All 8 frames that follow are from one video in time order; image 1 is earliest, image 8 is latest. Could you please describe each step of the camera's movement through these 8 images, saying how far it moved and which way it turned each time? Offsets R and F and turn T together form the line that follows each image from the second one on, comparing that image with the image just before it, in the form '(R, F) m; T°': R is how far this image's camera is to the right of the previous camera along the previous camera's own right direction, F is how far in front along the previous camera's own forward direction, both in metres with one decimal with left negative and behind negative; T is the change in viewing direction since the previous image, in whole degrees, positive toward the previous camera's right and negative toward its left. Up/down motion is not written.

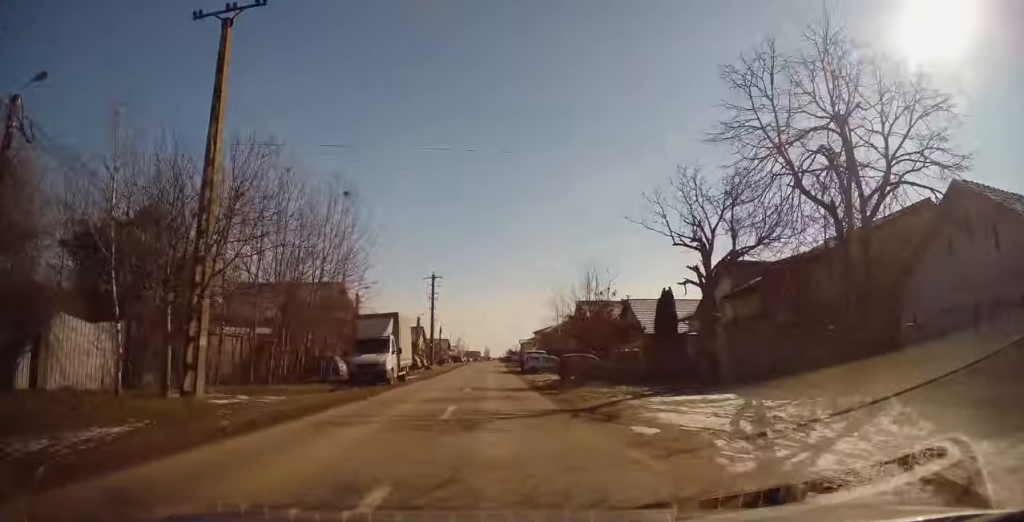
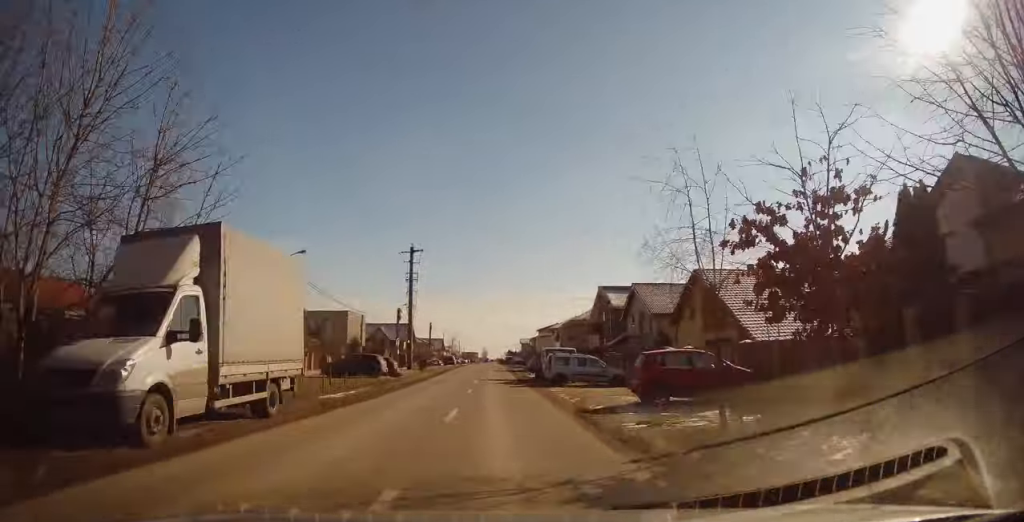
(+0.1, +17.7) m; 0°
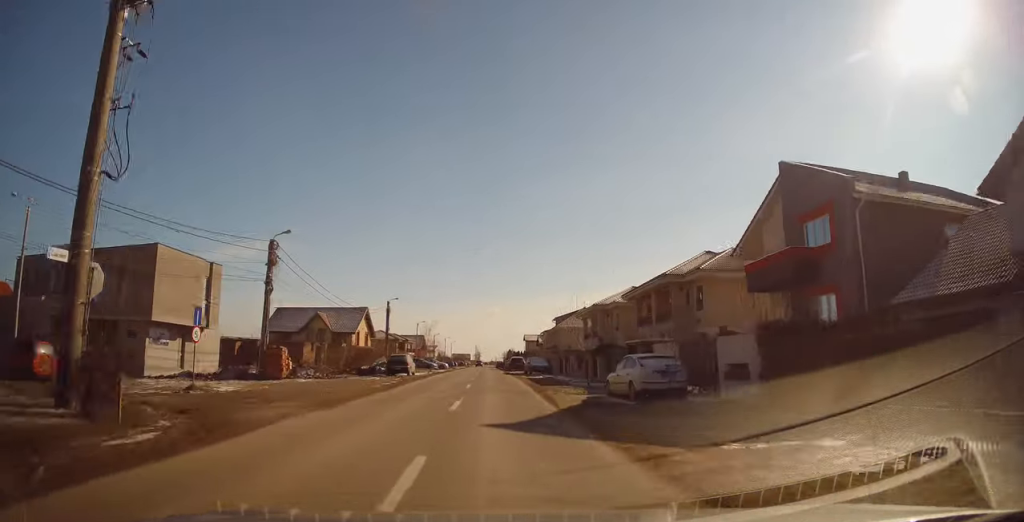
(+0.3, +42.0) m; +2°
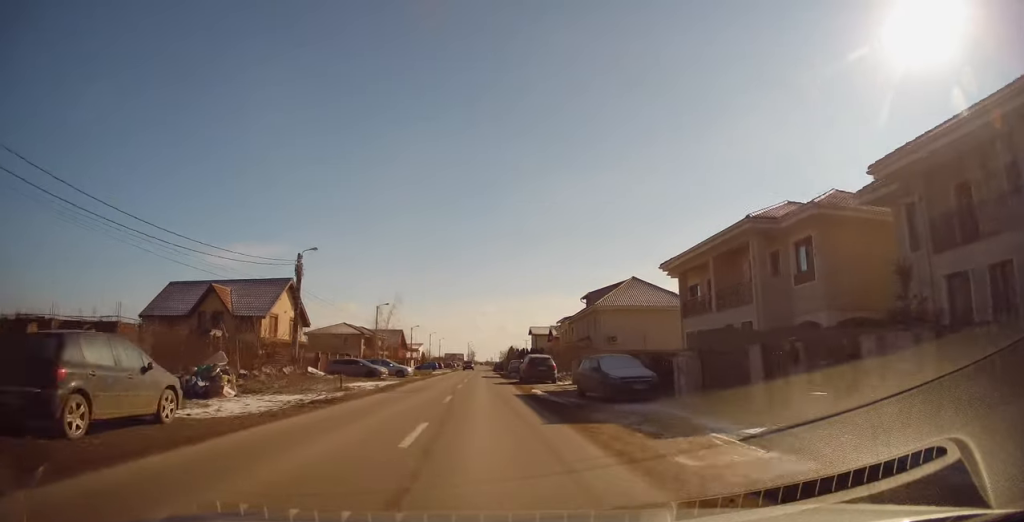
(+0.5, +31.0) m; 0°
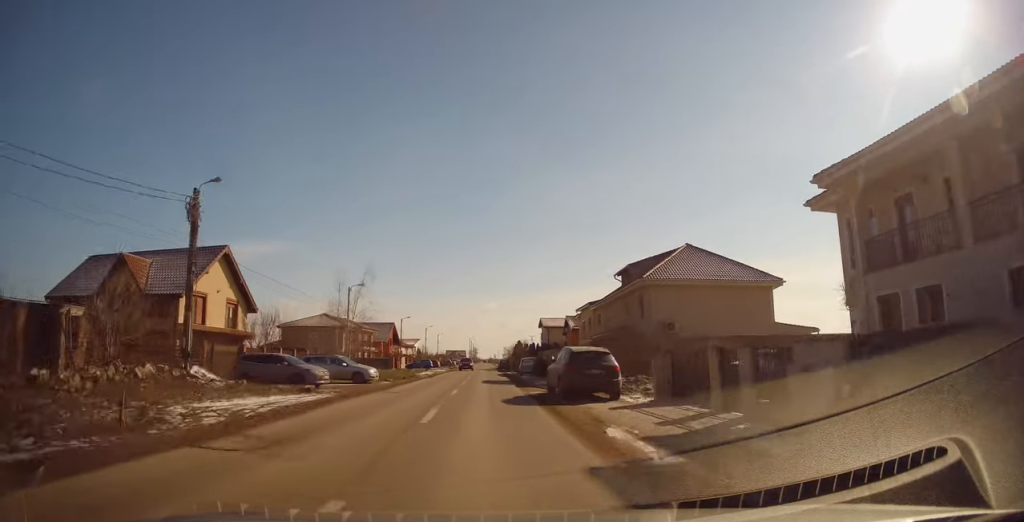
(-0.5, +14.6) m; 0°
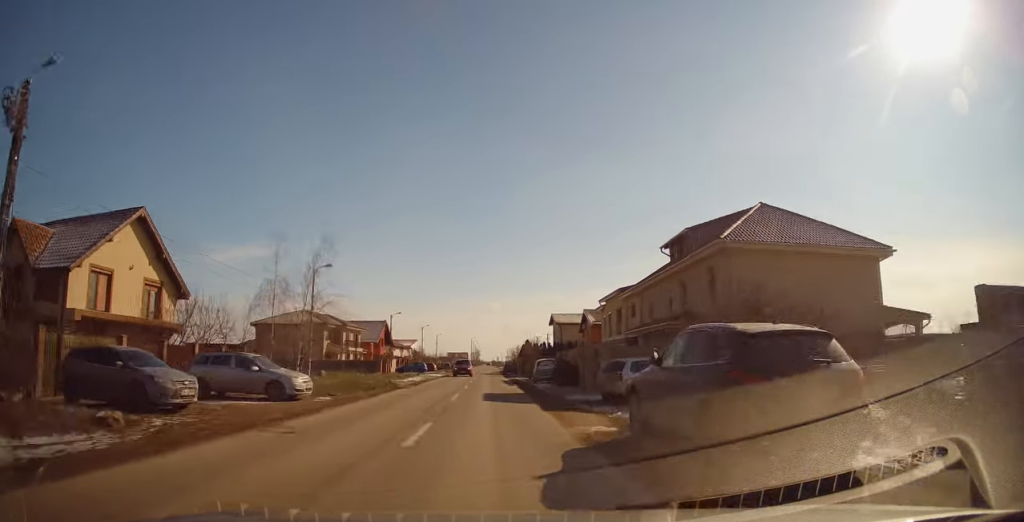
(0.0, +11.4) m; 0°
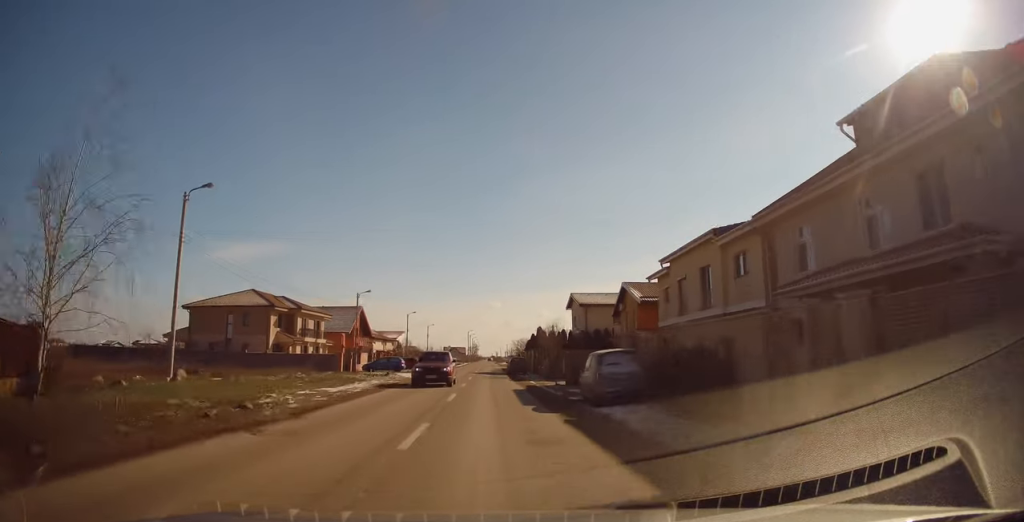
(+0.3, +18.3) m; 0°
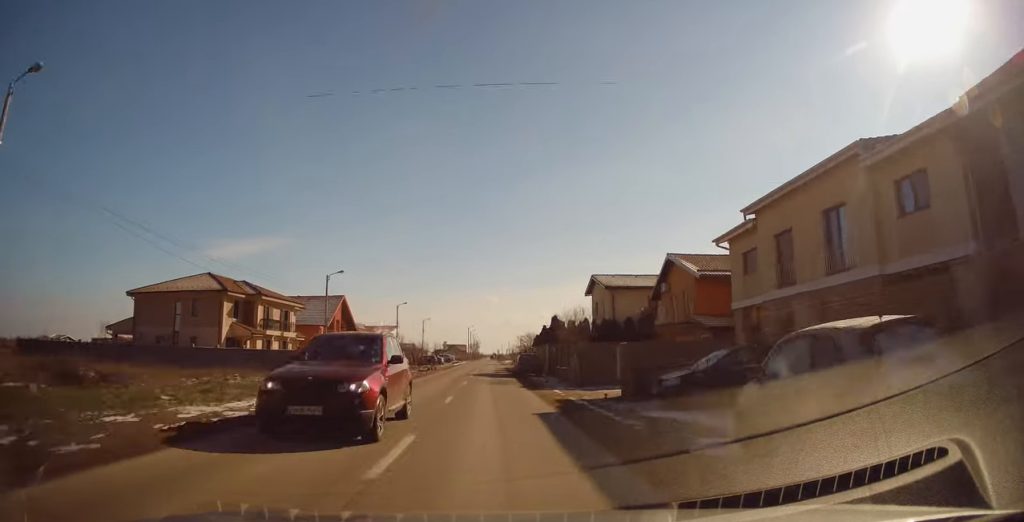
(-0.1, +10.9) m; -1°
